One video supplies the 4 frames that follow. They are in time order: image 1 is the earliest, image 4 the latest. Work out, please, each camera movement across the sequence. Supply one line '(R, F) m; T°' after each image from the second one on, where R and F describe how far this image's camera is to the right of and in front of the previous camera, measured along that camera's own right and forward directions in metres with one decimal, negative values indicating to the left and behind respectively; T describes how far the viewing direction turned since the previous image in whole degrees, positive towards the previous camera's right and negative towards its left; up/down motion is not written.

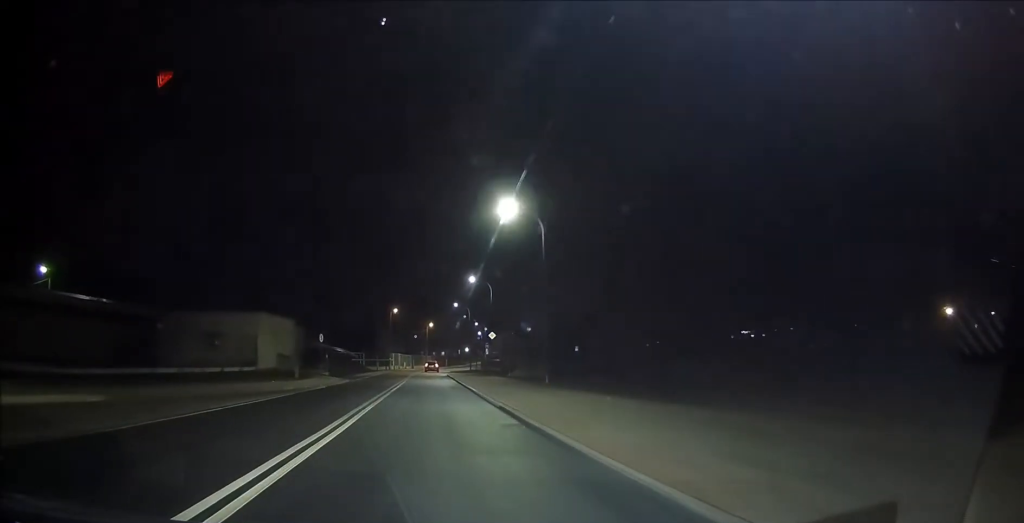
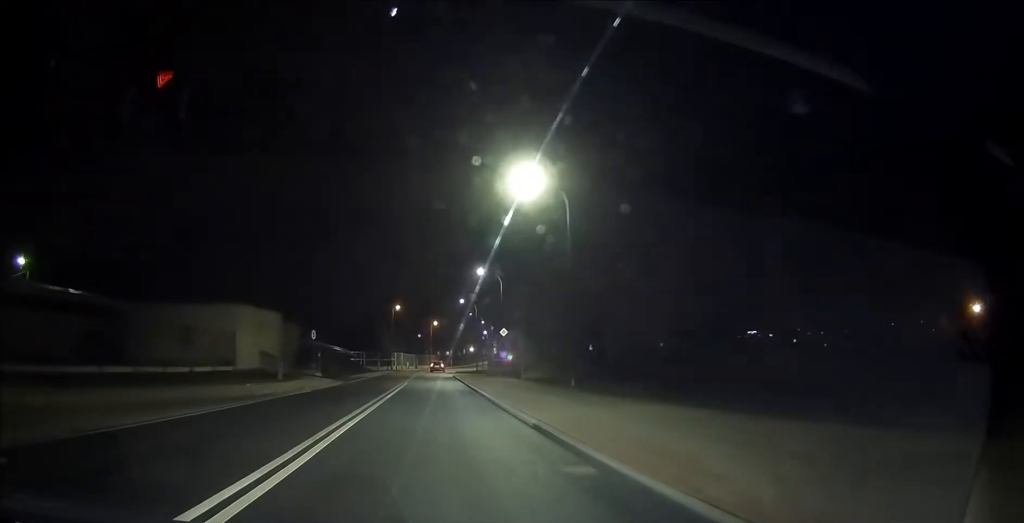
(0.0, +5.5) m; 0°
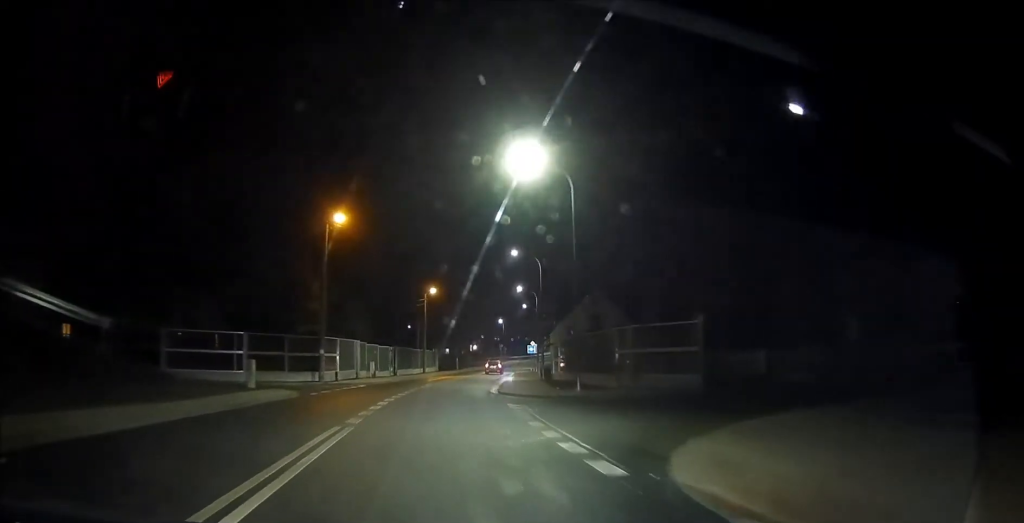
(-0.7, +59.7) m; 0°
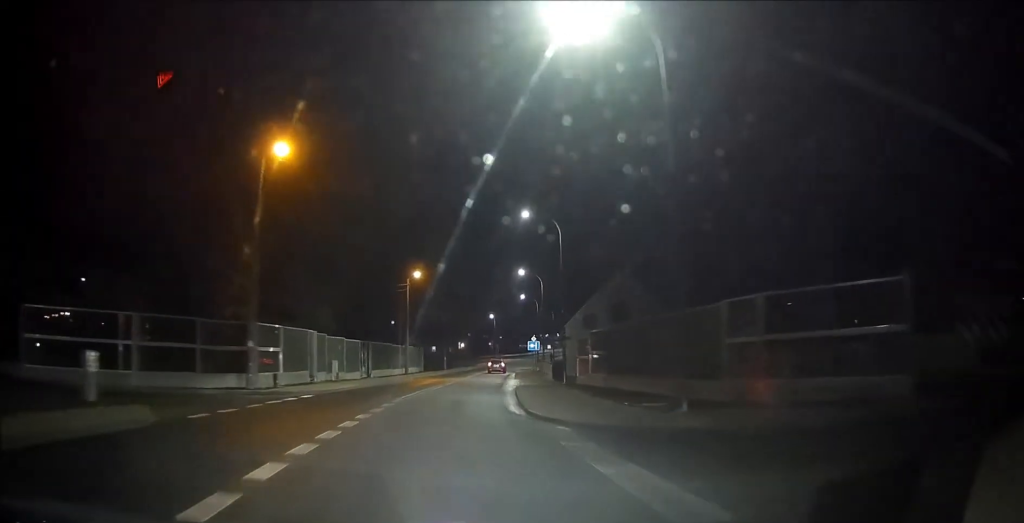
(0.0, +13.1) m; +1°
